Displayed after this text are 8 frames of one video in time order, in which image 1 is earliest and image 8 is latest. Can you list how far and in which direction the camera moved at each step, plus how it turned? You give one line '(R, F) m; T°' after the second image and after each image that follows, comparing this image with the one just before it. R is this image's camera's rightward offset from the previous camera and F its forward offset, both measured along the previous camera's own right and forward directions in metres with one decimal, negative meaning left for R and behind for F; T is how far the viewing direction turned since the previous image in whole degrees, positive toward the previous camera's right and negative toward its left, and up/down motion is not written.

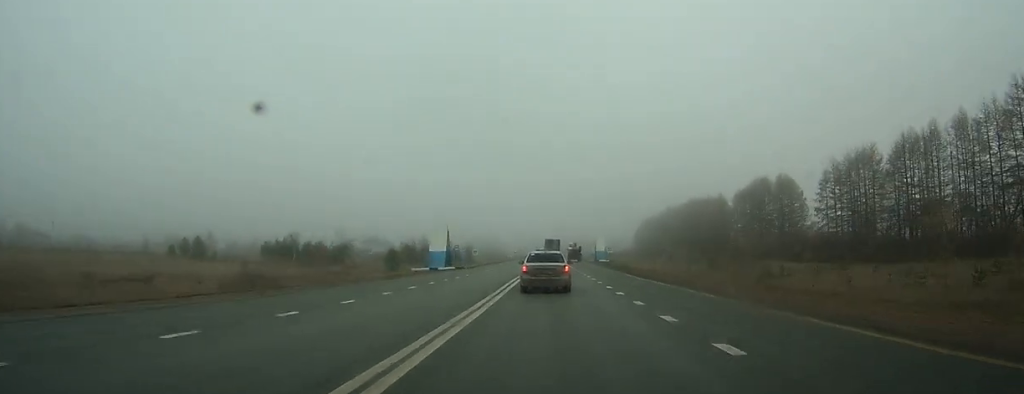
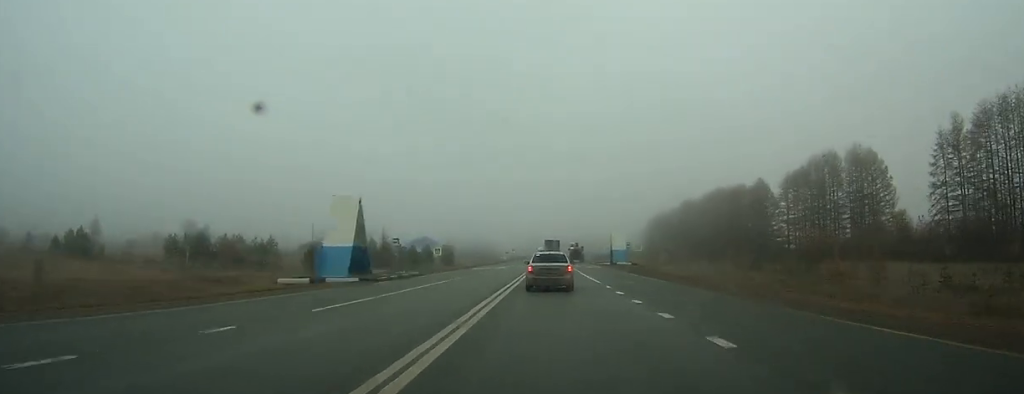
(0.0, +35.4) m; 0°
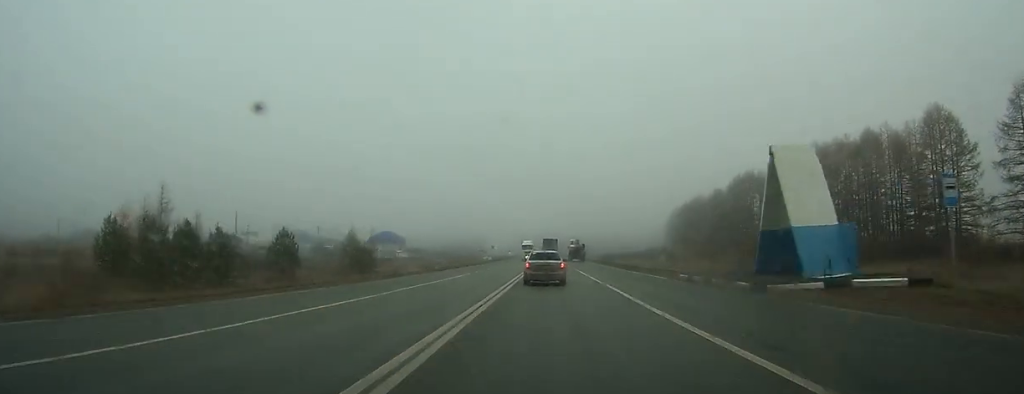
(+0.1, +60.8) m; 0°
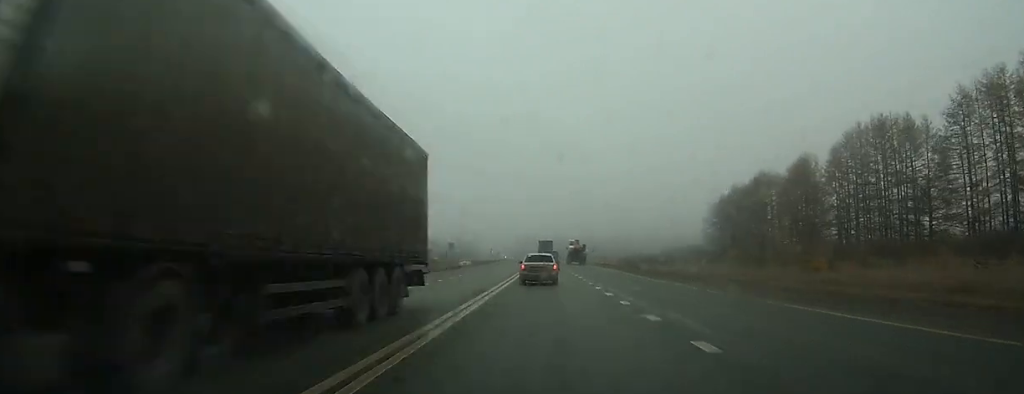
(+0.1, +56.1) m; 0°
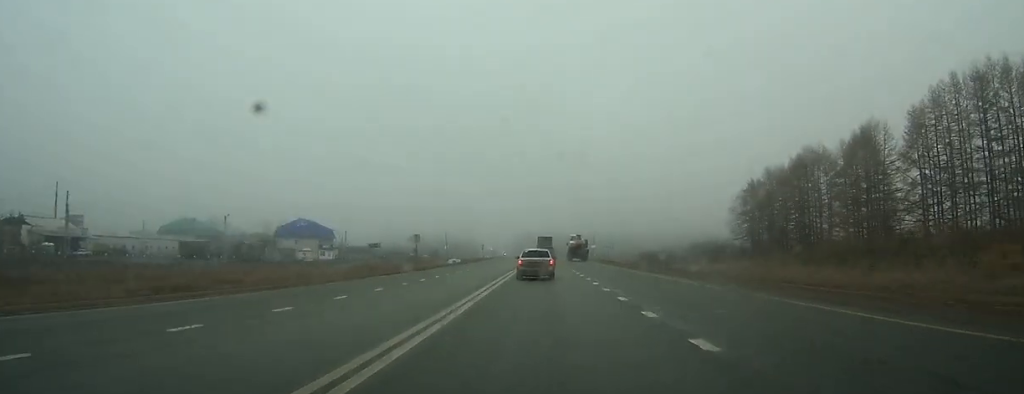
(0.0, +22.4) m; 0°
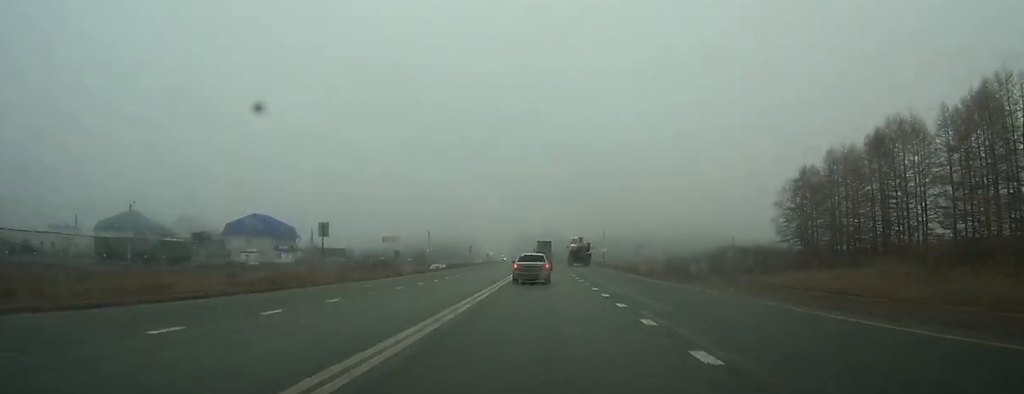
(0.0, +26.8) m; 0°
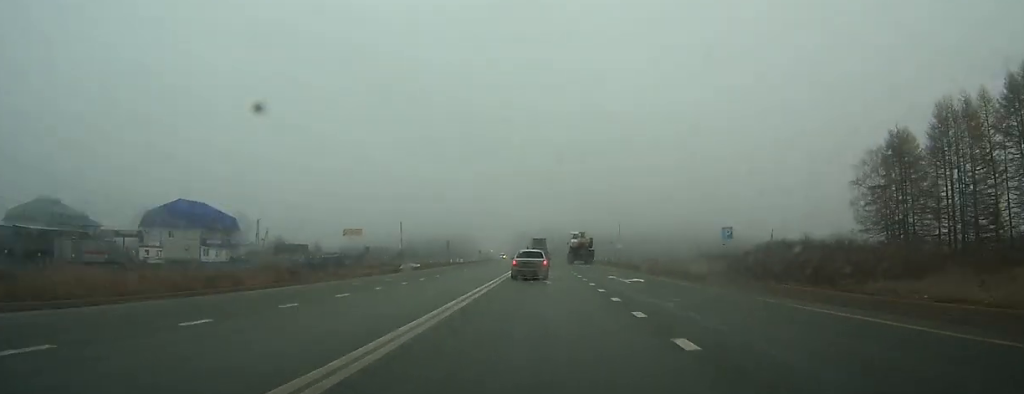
(0.0, +30.0) m; 0°
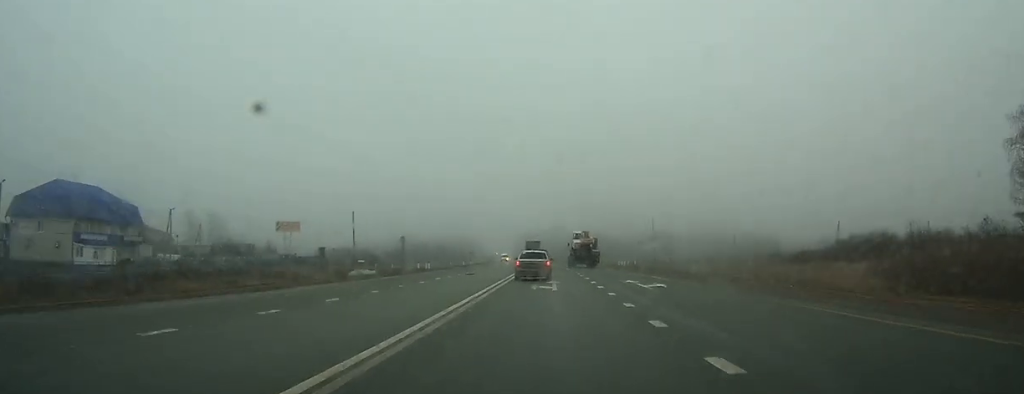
(-0.1, +34.3) m; 0°
